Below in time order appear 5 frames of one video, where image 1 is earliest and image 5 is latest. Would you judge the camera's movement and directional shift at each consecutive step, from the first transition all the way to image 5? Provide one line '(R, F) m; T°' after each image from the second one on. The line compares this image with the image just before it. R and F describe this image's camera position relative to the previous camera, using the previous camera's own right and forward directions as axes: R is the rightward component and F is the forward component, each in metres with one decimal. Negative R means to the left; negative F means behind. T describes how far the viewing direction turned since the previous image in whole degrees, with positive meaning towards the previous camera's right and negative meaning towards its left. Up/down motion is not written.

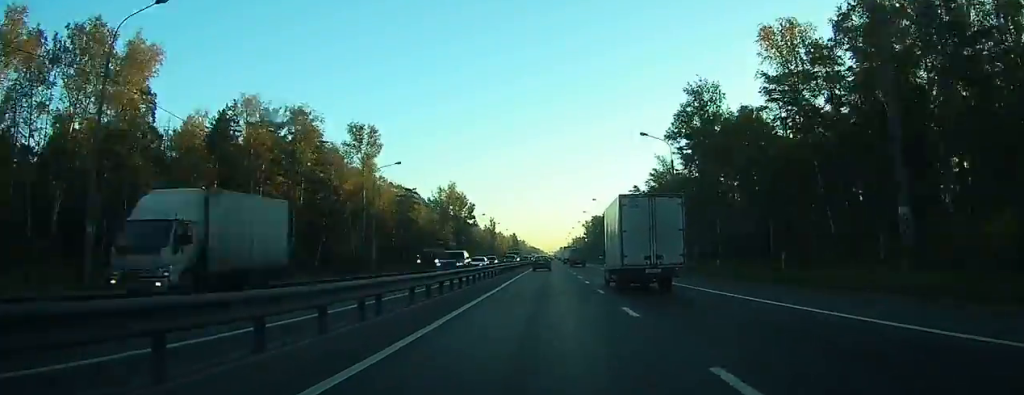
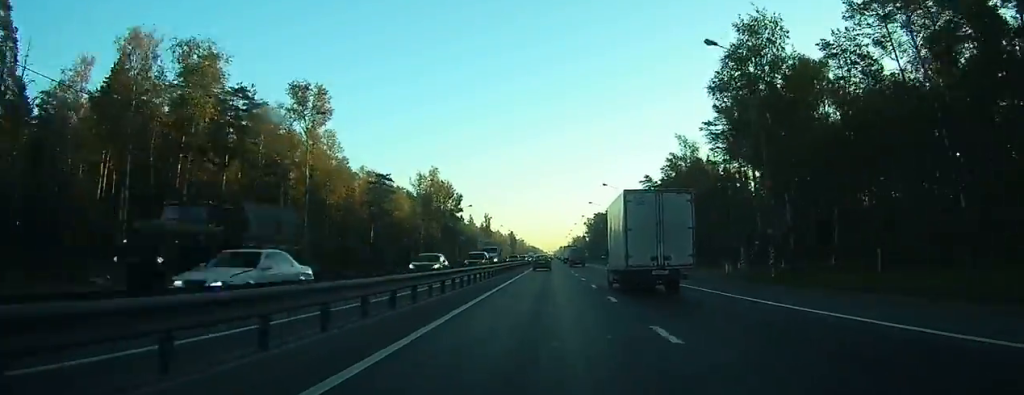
(0.0, +20.8) m; 0°
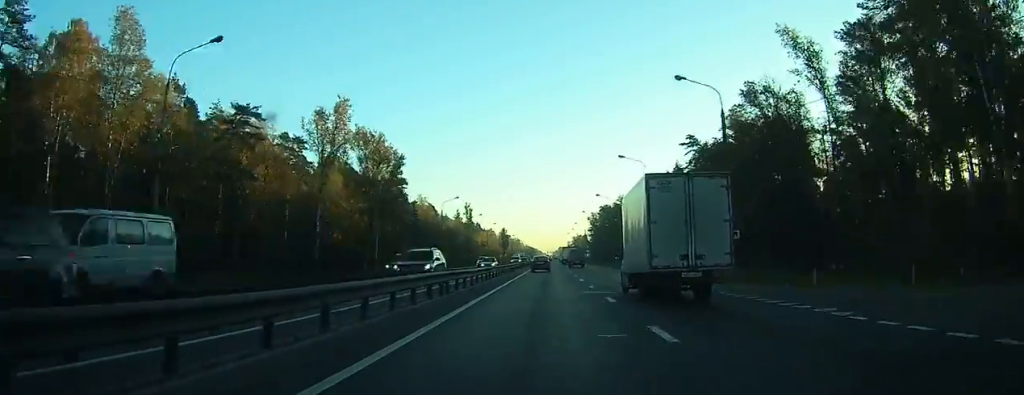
(0.0, +49.9) m; 0°
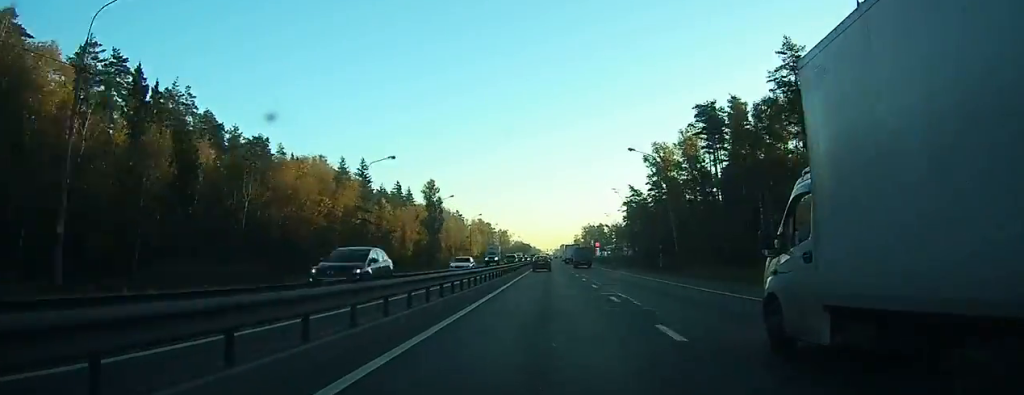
(+0.6, +174.2) m; 0°
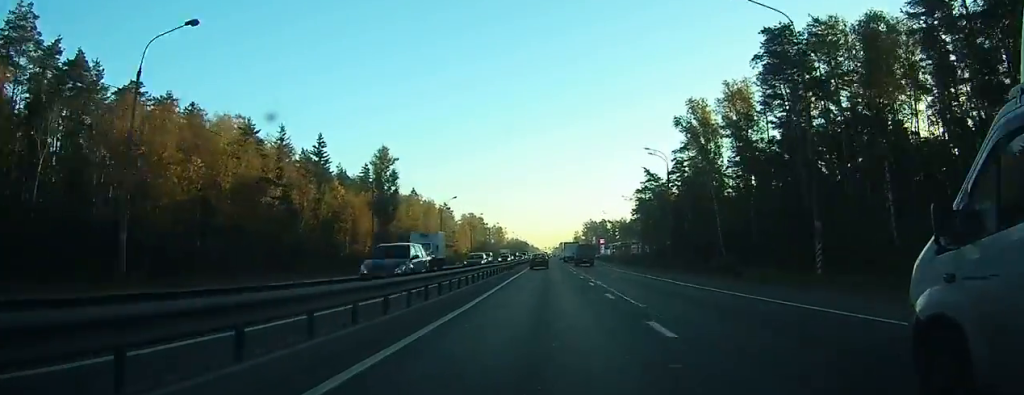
(+0.1, +31.2) m; 0°
